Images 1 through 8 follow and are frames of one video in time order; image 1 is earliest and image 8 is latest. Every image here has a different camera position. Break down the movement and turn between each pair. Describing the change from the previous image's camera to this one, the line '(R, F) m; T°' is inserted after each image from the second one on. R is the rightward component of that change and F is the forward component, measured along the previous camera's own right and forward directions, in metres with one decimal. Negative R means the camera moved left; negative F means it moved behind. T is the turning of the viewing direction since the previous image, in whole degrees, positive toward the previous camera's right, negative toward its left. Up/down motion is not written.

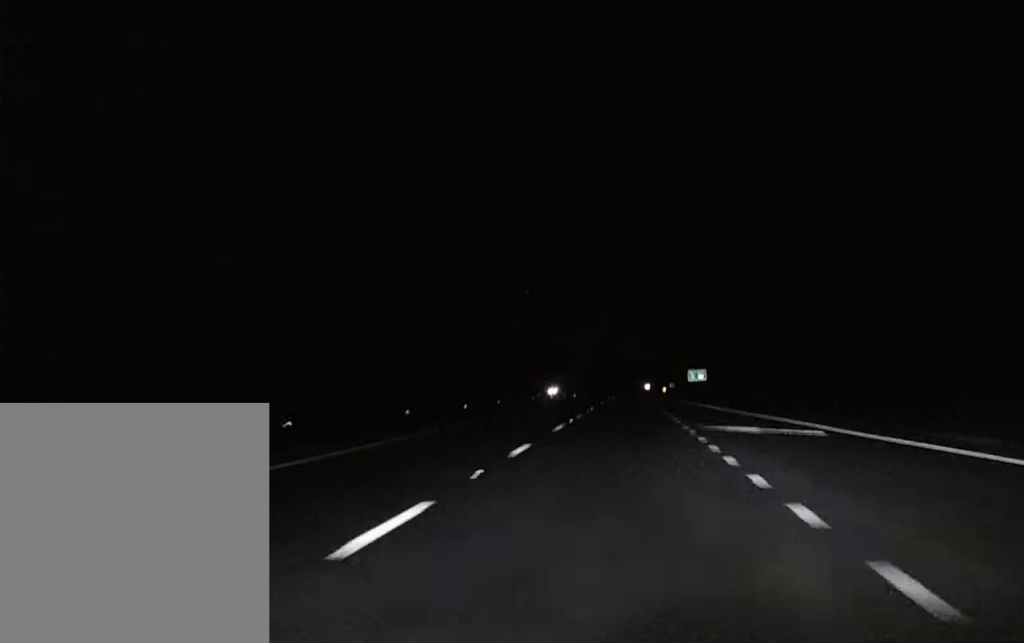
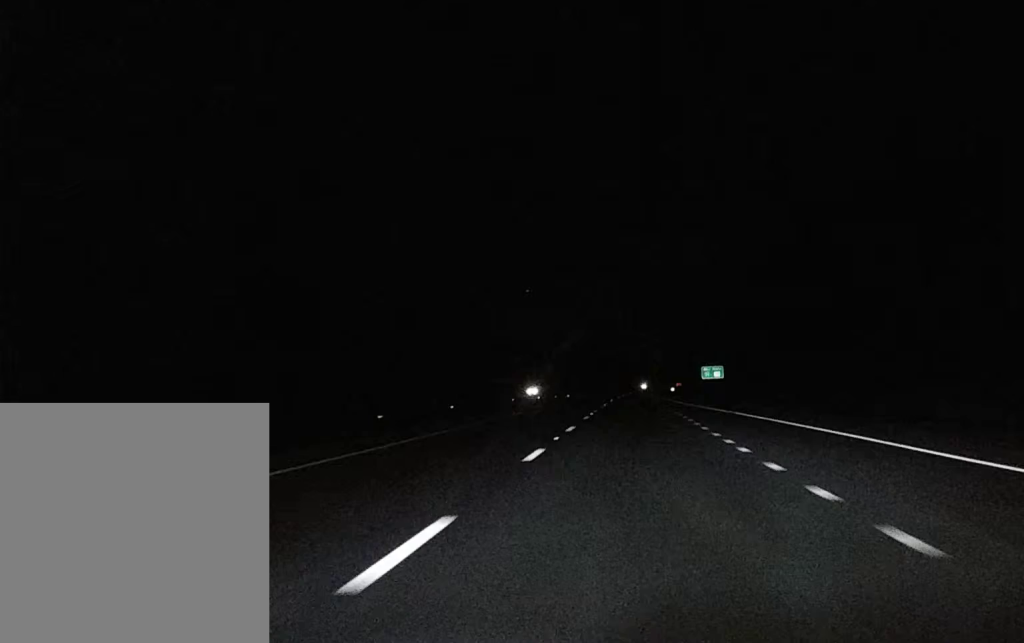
(0.0, +36.4) m; 0°
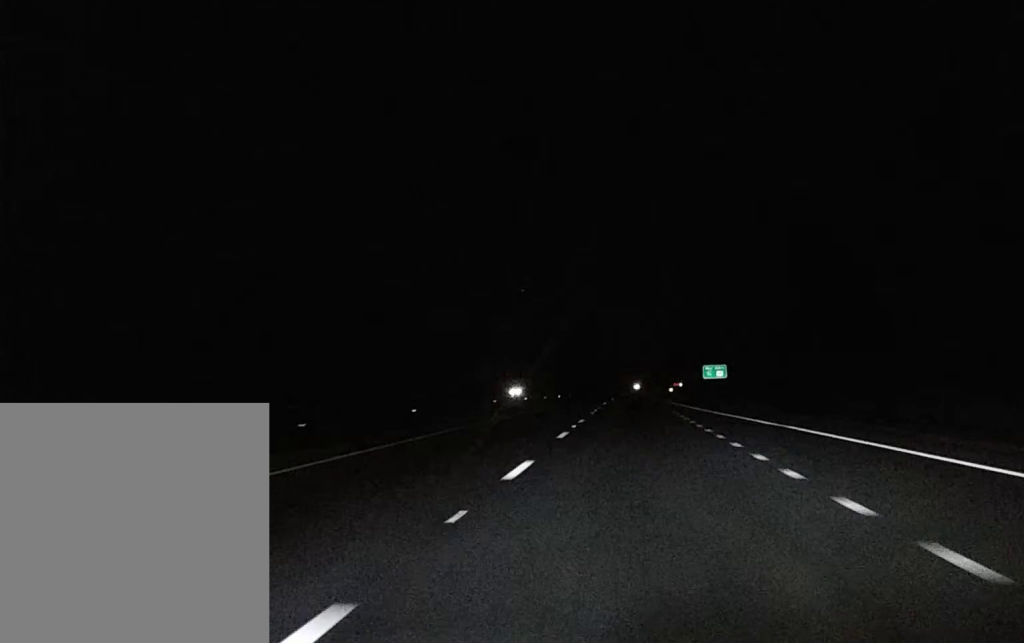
(0.0, +18.8) m; 0°
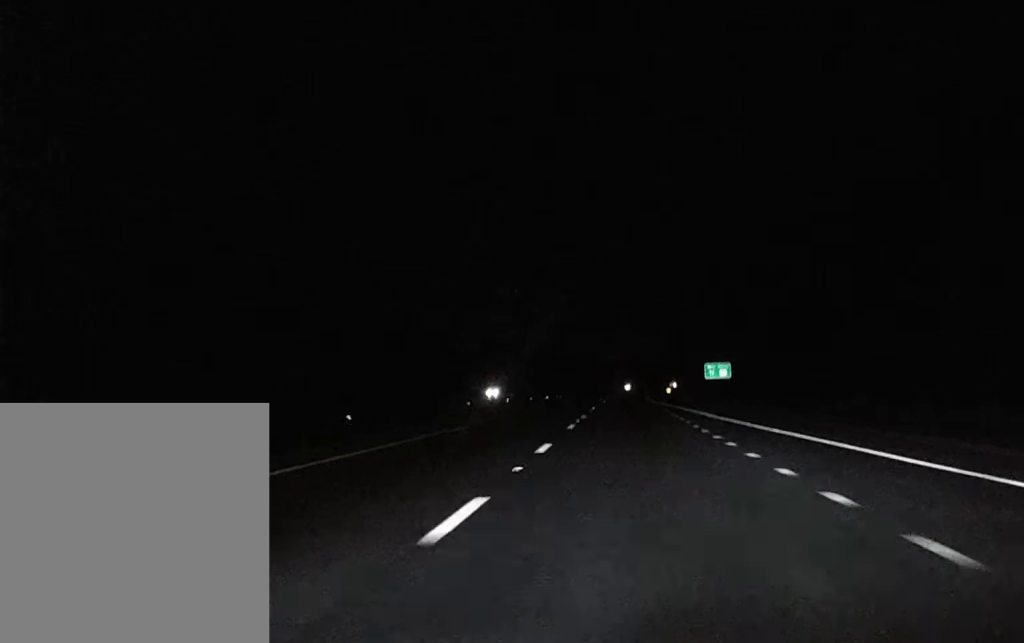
(0.0, +23.5) m; 0°
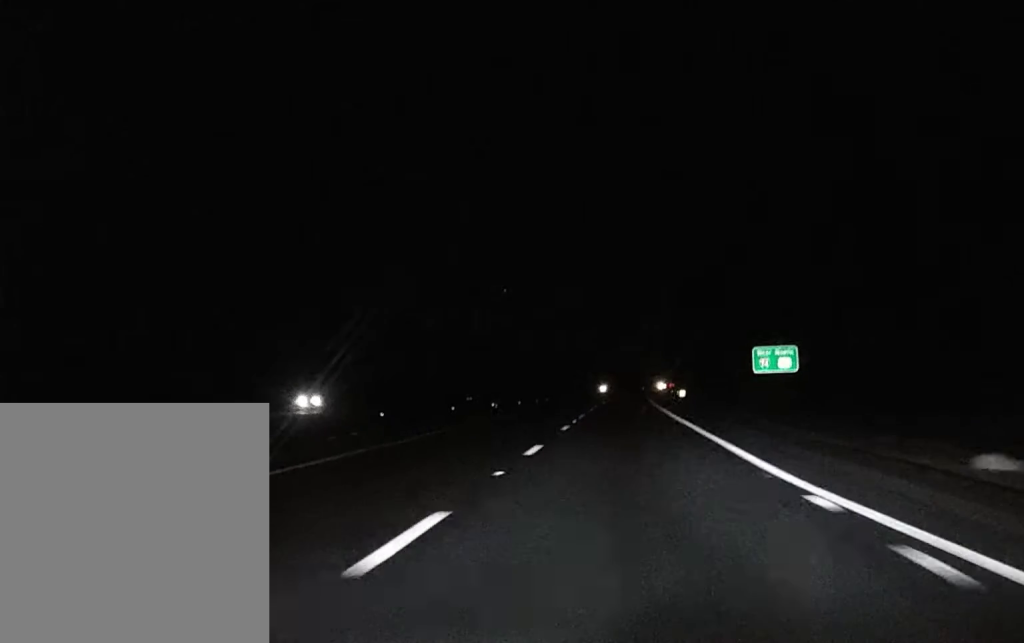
(+1.2, +84.0) m; +1°
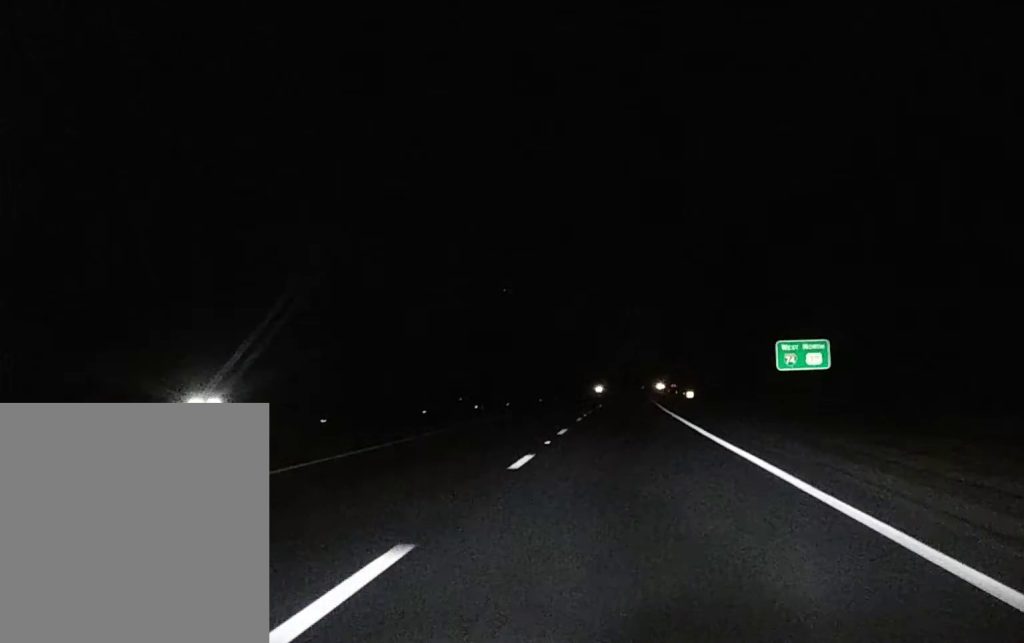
(-0.1, +16.0) m; 0°
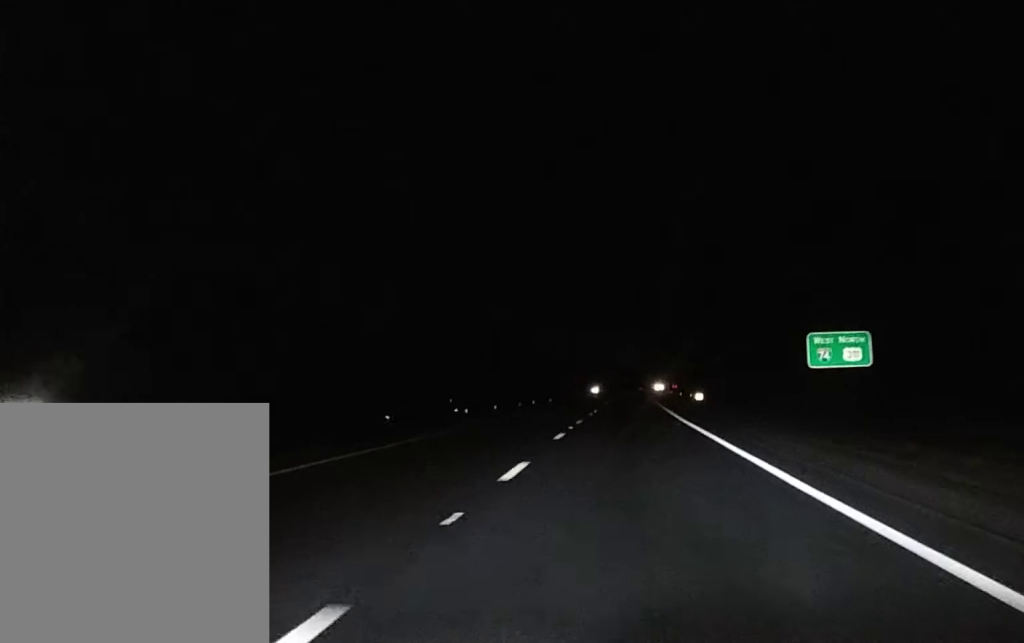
(0.0, +14.7) m; 0°
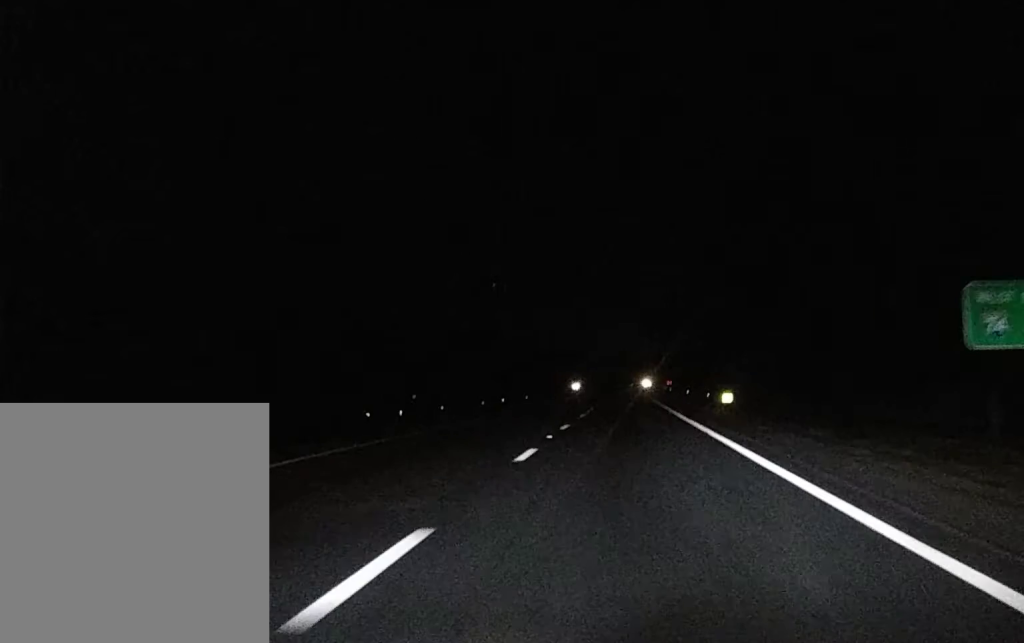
(-0.1, +34.5) m; 0°
